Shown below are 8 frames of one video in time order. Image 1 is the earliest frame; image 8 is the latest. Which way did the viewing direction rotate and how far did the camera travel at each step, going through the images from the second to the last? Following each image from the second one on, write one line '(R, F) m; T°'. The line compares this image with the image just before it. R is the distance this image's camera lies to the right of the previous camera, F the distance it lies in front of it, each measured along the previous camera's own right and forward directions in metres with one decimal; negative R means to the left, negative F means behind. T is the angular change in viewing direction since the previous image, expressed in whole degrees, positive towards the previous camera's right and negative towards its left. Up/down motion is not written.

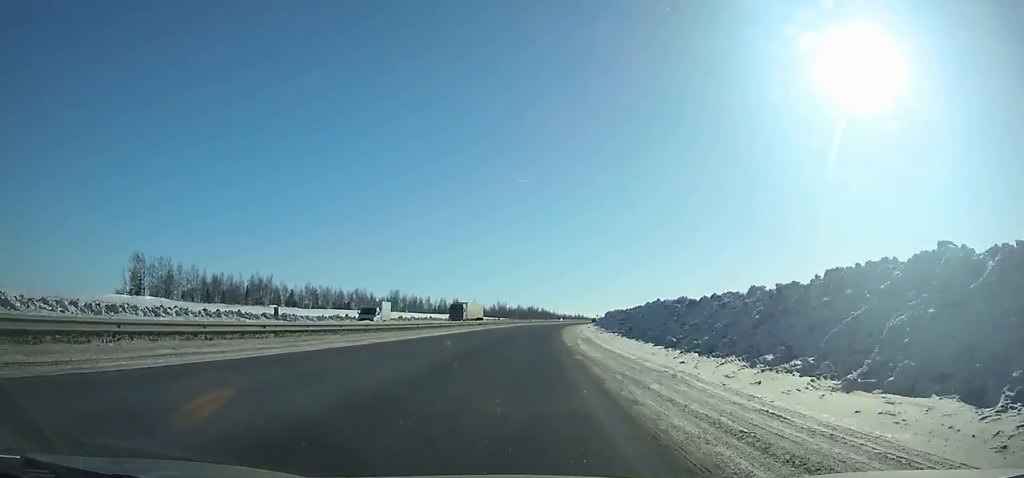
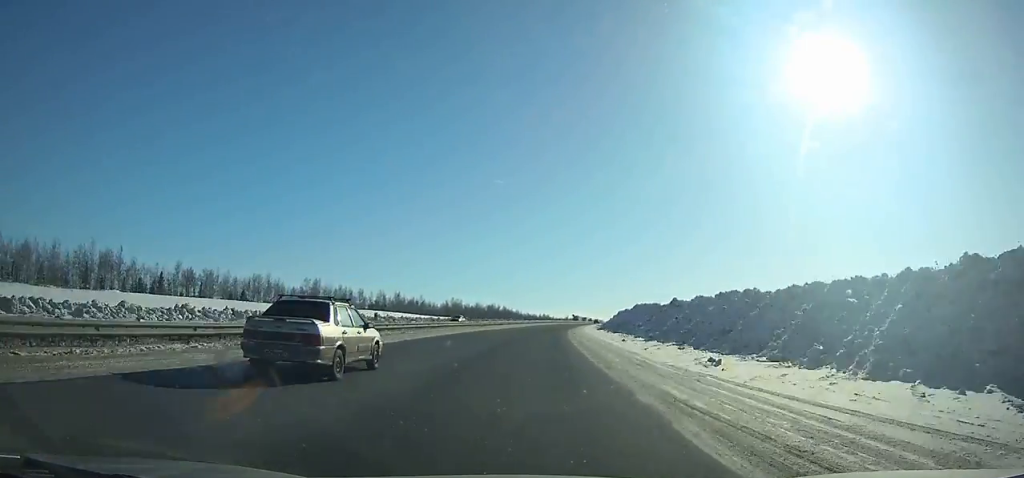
(+1.1, +60.8) m; +3°
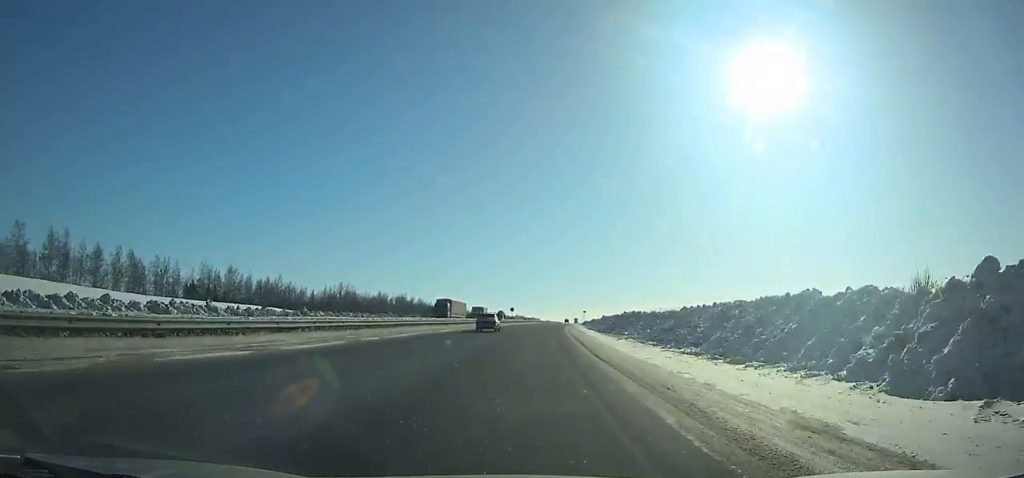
(+5.5, +99.9) m; +7°
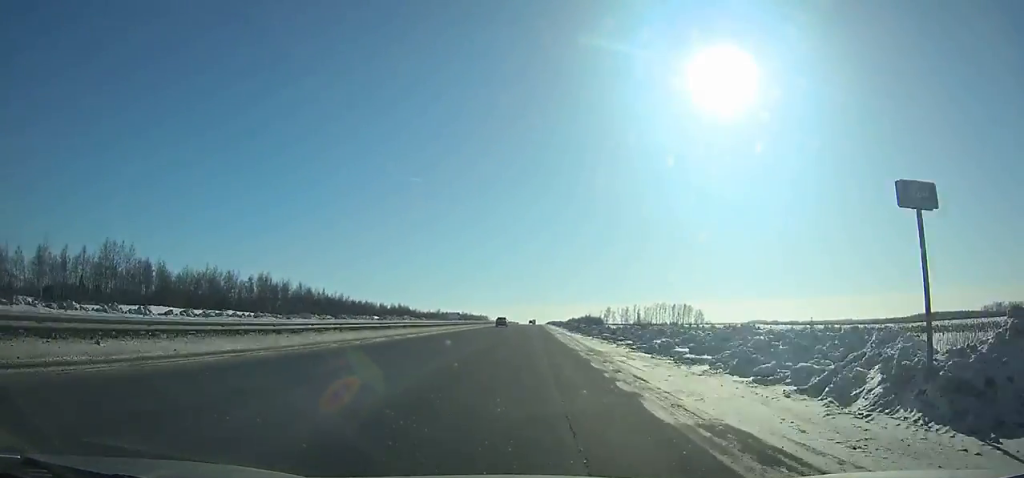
(+6.5, +119.9) m; +4°
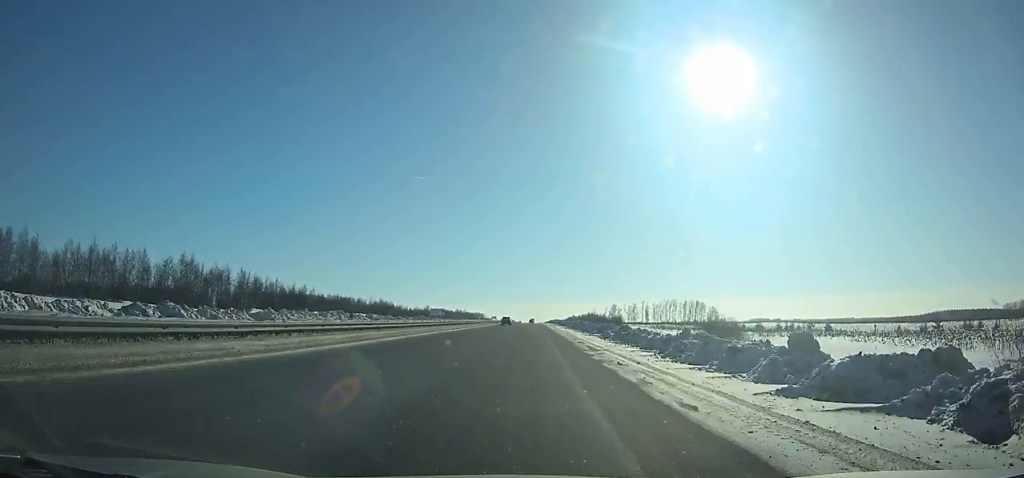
(+0.3, +48.4) m; 0°
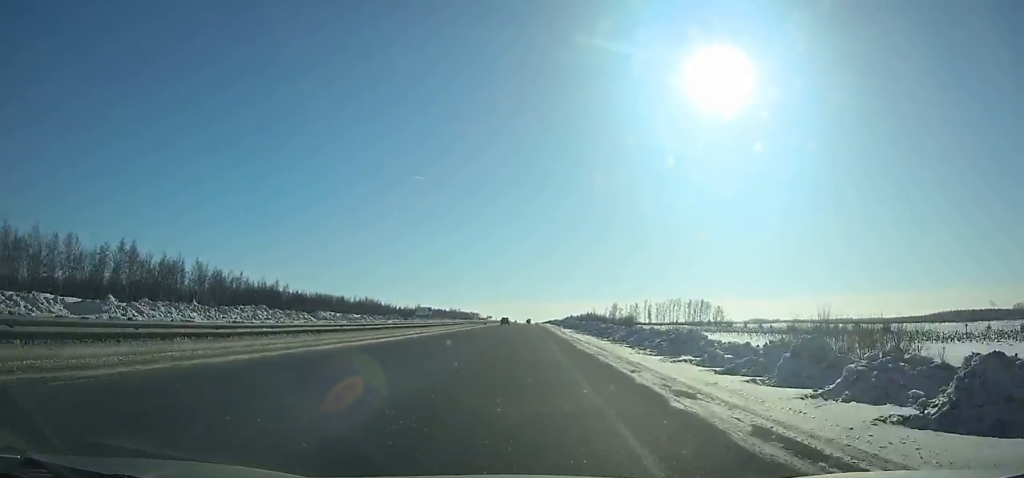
(0.0, +25.3) m; 0°
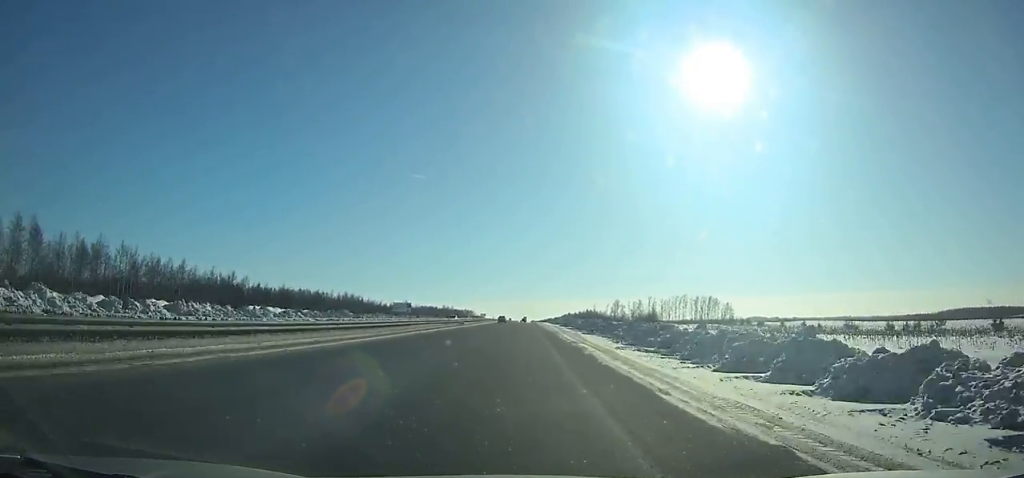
(0.0, +32.2) m; 0°
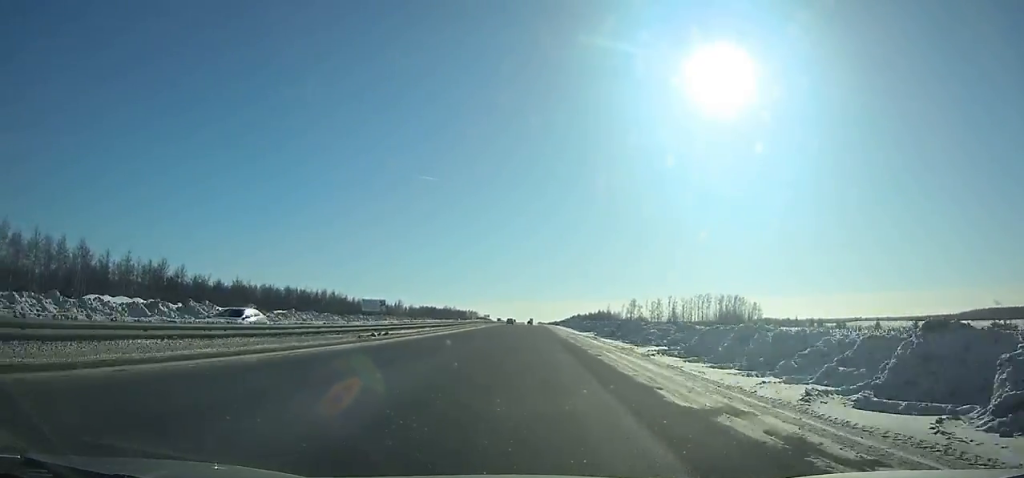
(0.0, +43.1) m; 0°
